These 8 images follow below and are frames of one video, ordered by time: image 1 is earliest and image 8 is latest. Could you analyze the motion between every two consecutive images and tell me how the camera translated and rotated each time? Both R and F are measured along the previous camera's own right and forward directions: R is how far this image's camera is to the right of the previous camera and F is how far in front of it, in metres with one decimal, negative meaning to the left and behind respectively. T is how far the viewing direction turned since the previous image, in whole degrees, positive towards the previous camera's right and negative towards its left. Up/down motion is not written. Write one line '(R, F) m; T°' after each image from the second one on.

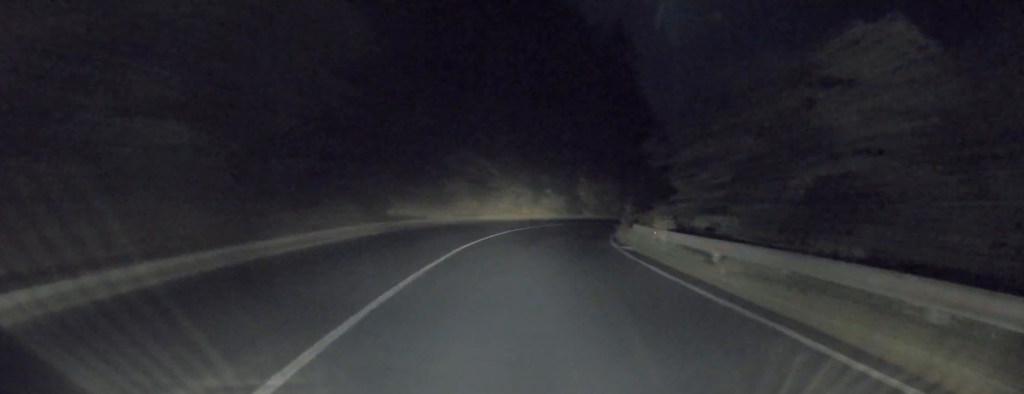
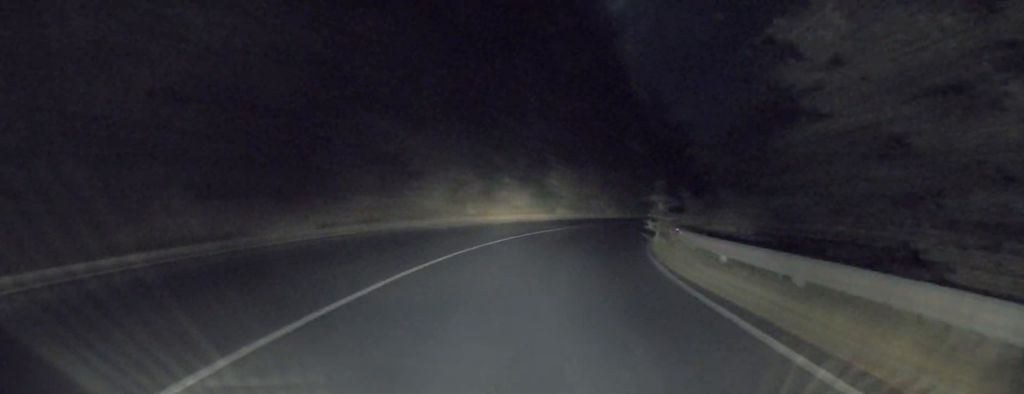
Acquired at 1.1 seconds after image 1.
(+0.3, +18.0) m; +5°
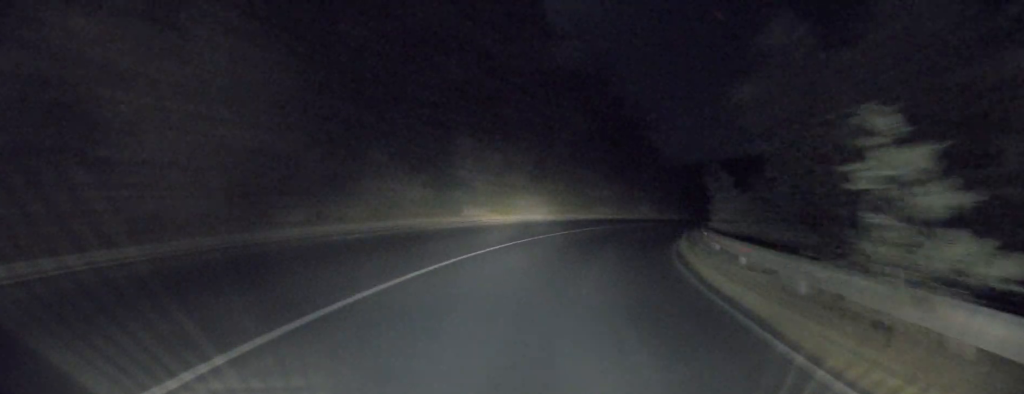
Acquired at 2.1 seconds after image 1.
(+1.1, +15.8) m; +8°
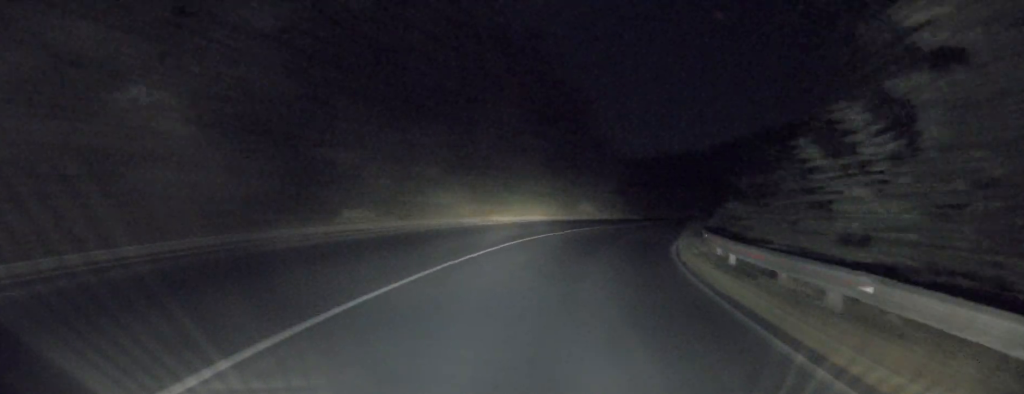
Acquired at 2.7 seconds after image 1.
(+0.6, +9.5) m; +5°
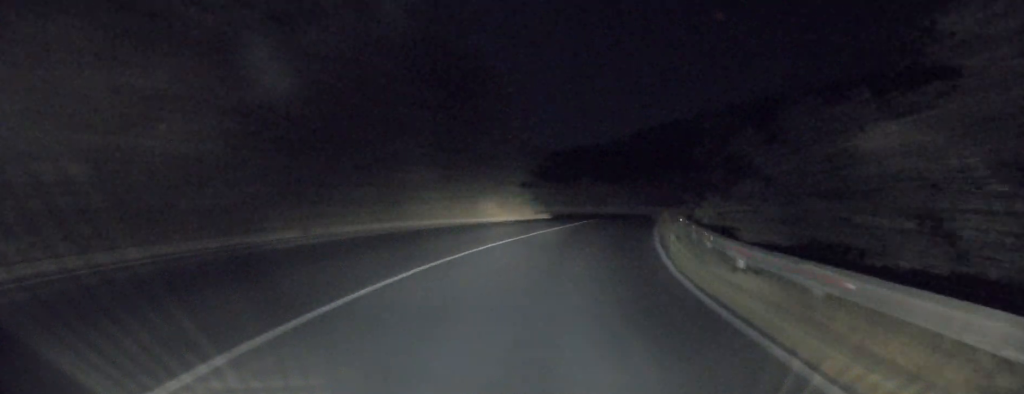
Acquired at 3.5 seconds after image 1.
(+0.7, +12.7) m; +7°
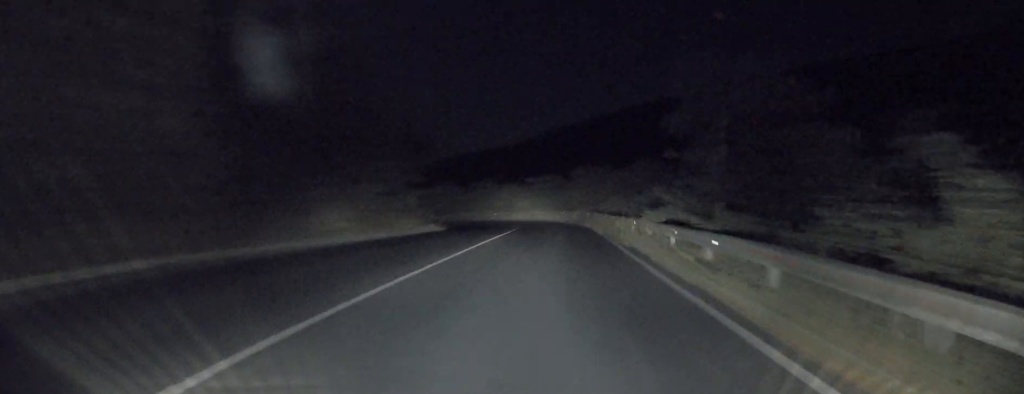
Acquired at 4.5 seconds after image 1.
(+1.1, +15.2) m; +7°
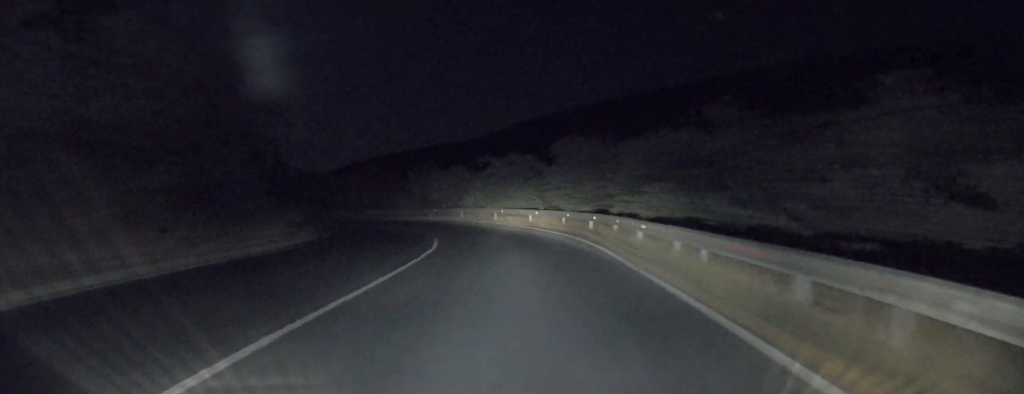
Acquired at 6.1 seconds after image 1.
(+1.7, +23.3) m; +2°
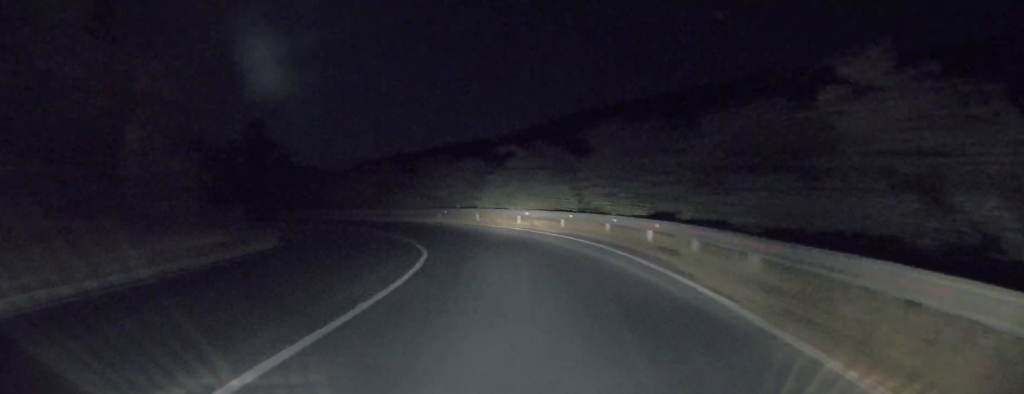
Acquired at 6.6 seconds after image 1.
(-0.1, +7.1) m; -3°
